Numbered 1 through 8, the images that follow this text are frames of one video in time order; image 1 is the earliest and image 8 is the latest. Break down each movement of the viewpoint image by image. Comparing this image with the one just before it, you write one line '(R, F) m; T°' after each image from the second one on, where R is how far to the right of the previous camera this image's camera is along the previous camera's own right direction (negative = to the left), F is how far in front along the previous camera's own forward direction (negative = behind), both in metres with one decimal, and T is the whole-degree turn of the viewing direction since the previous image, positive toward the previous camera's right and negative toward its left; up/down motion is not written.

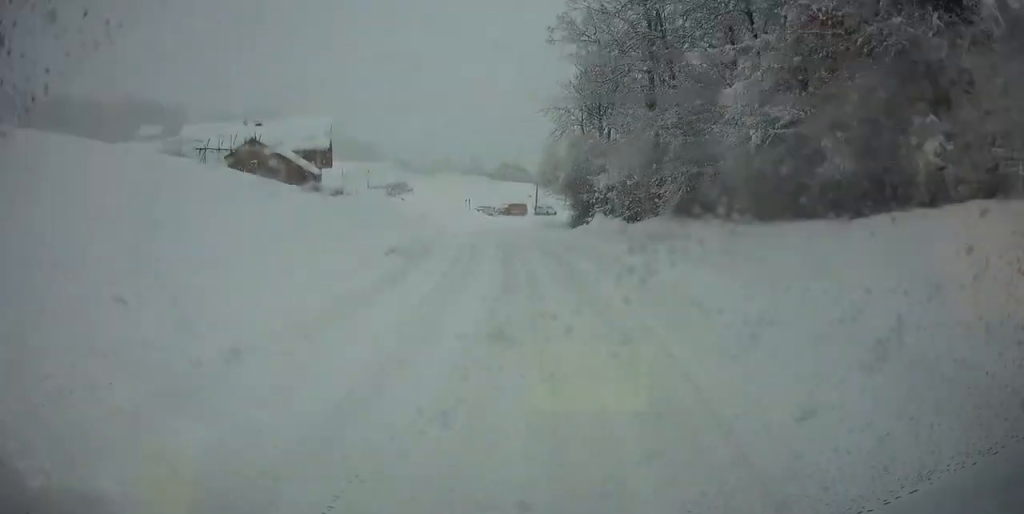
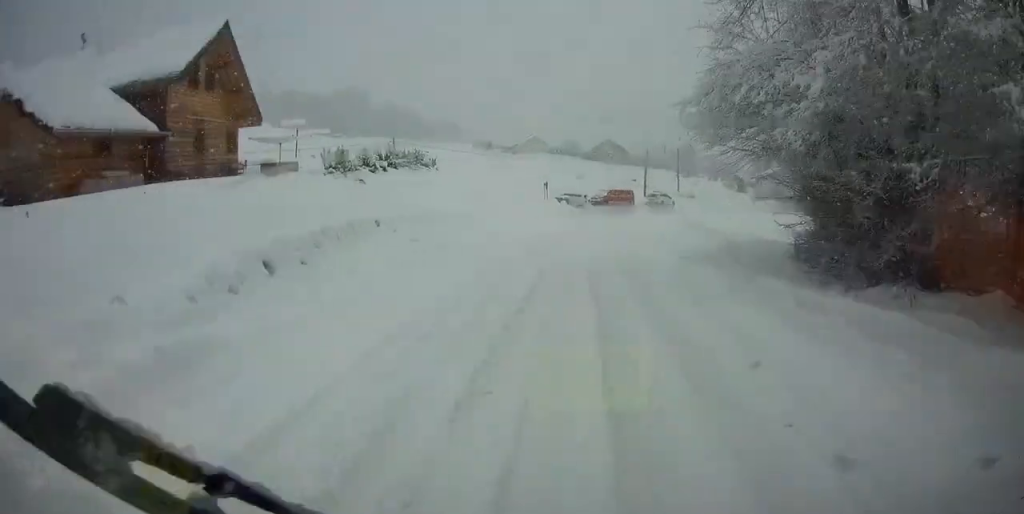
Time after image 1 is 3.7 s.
(-0.4, +32.2) m; +2°
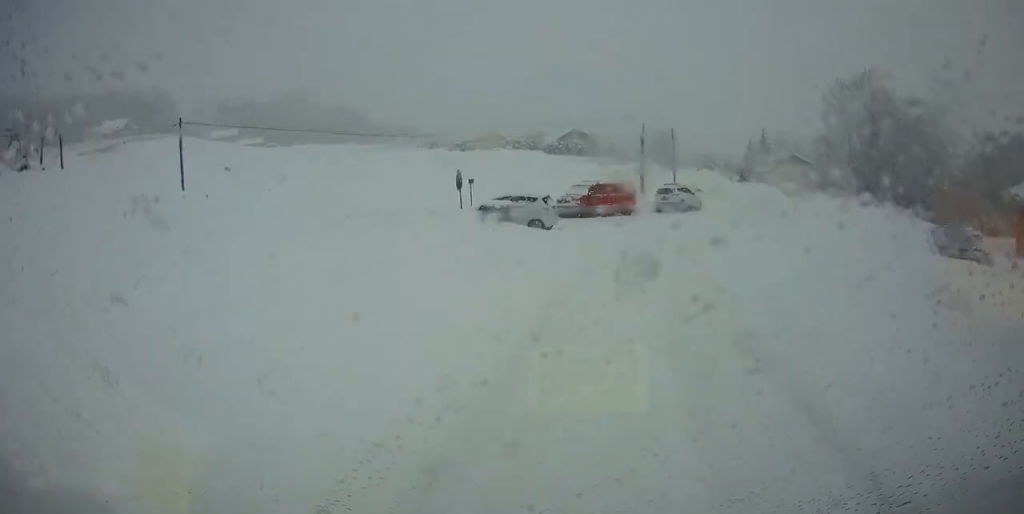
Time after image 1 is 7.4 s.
(+1.6, +31.6) m; +6°
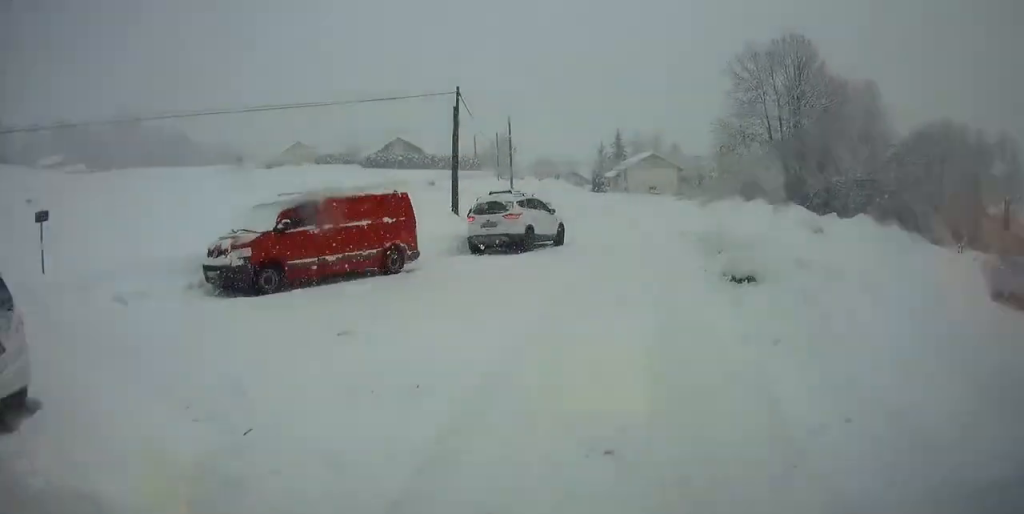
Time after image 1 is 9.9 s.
(+0.8, +22.1) m; +4°
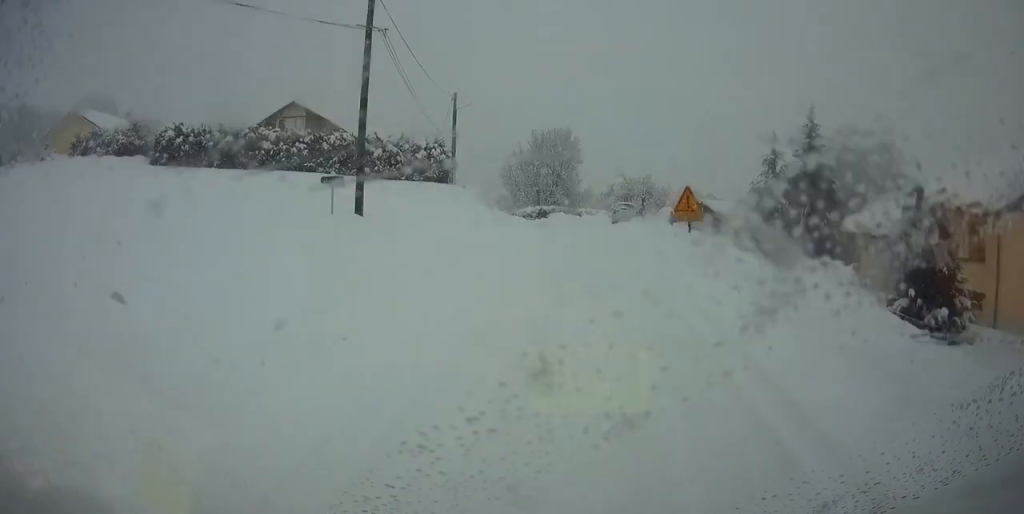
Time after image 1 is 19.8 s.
(-2.6, +91.3) m; -8°
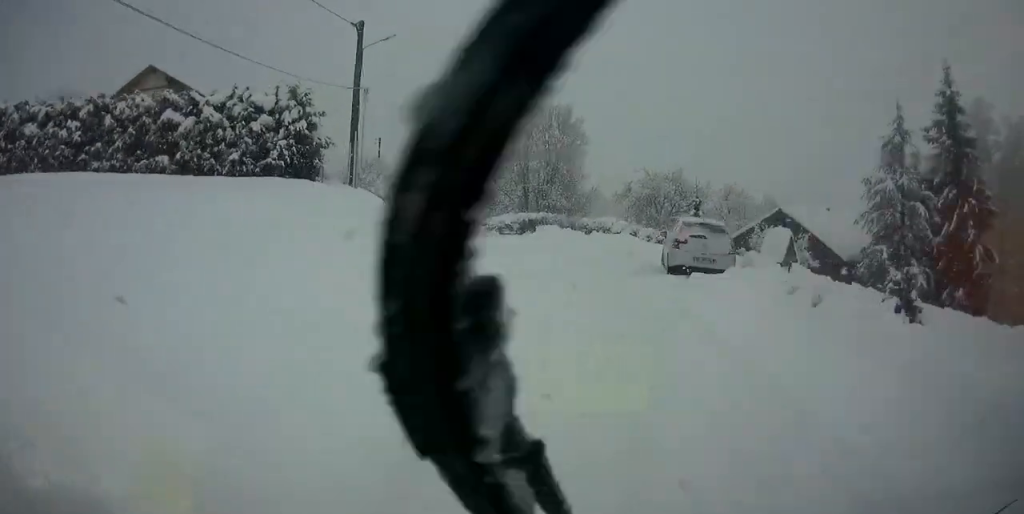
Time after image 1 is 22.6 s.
(-0.8, +25.9) m; -5°
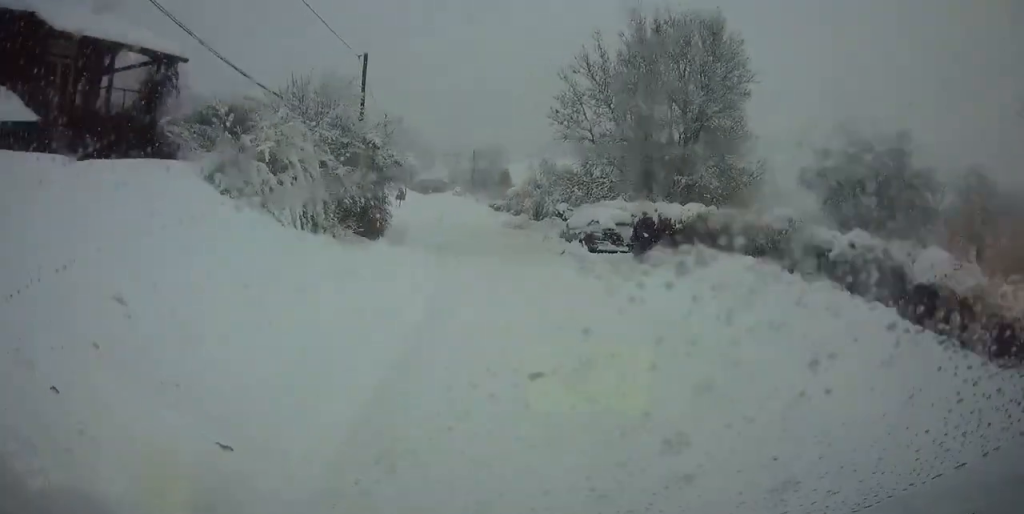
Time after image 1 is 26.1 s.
(-2.3, +33.6) m; -9°
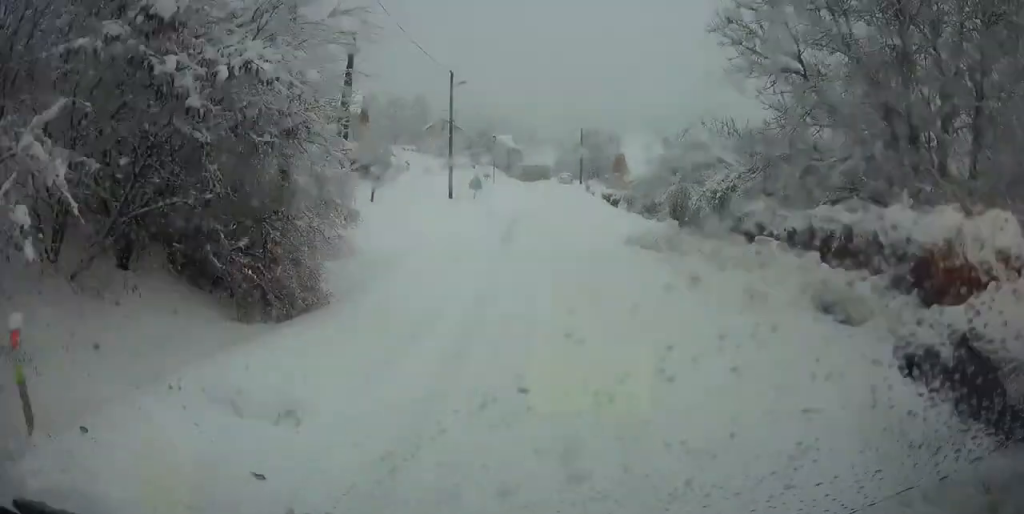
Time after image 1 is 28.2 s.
(-1.7, +20.2) m; -4°
